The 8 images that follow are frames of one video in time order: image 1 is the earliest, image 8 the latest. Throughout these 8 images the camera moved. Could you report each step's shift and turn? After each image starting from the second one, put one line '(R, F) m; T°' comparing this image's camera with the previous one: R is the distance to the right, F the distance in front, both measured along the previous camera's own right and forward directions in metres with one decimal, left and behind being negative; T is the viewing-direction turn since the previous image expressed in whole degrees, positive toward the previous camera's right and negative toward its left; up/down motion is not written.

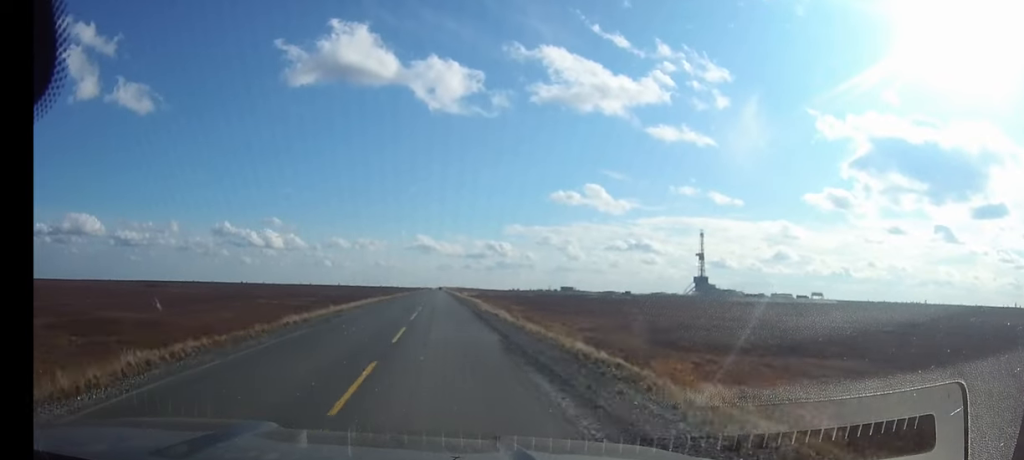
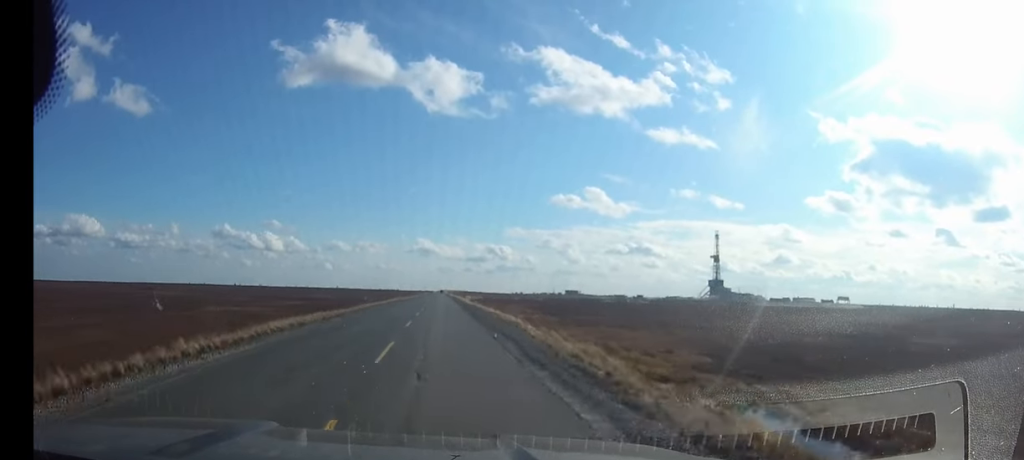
(0.0, +31.6) m; 0°
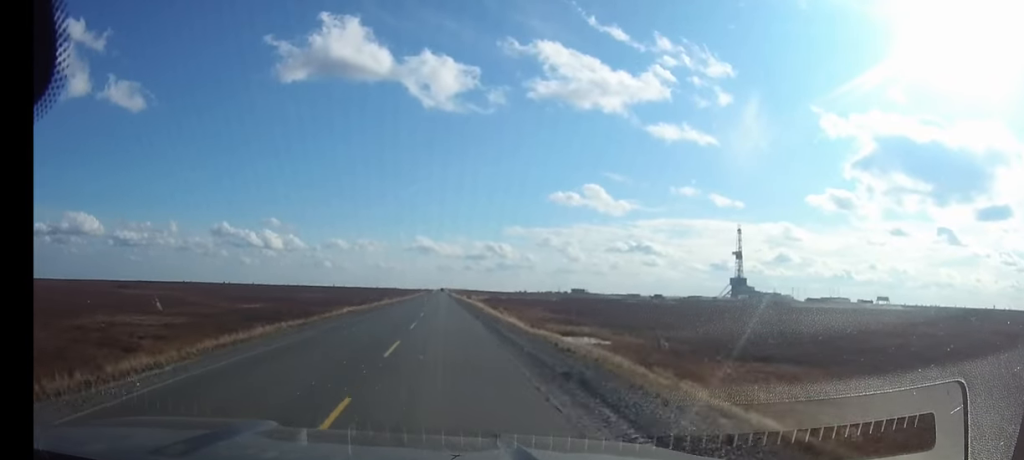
(+0.1, +43.4) m; 0°
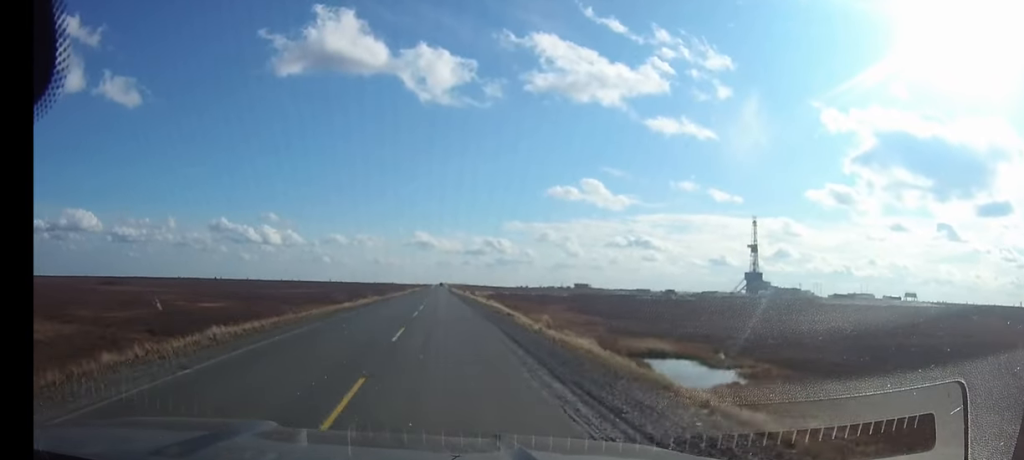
(0.0, +27.2) m; 0°
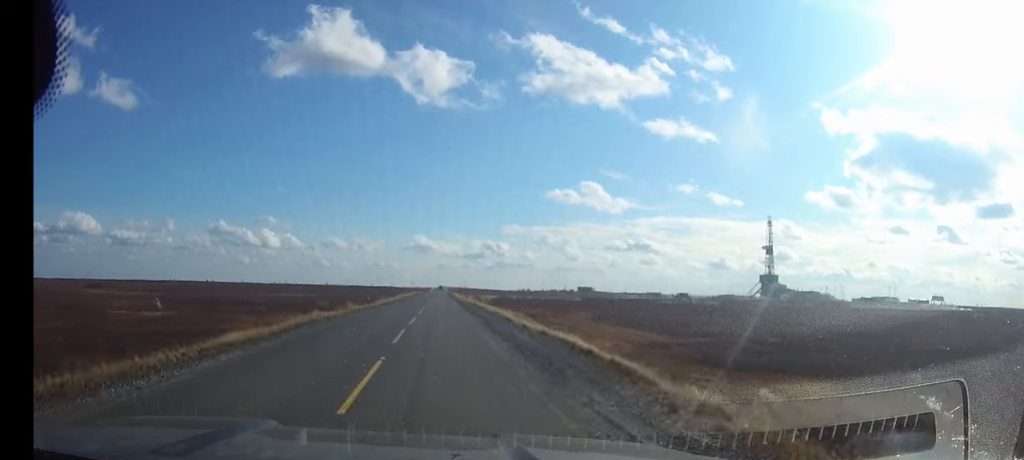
(0.0, +24.7) m; 0°
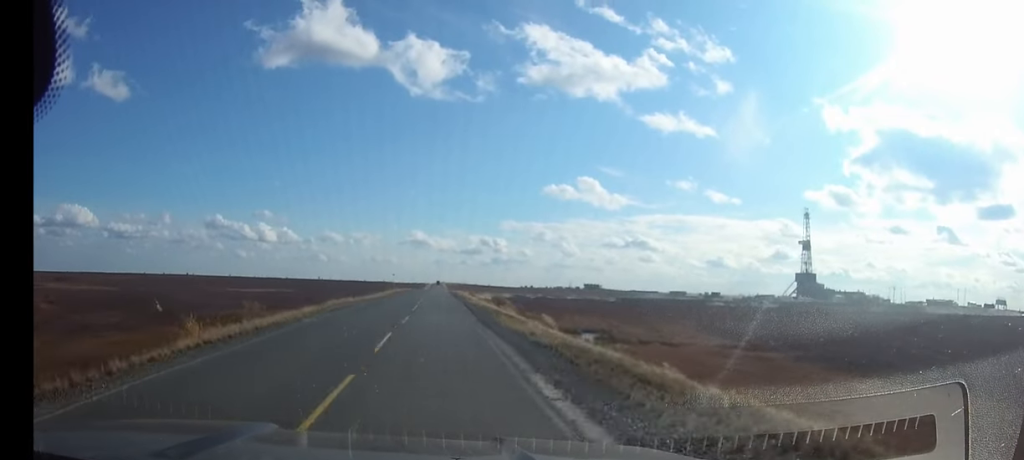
(-0.1, +55.6) m; 0°
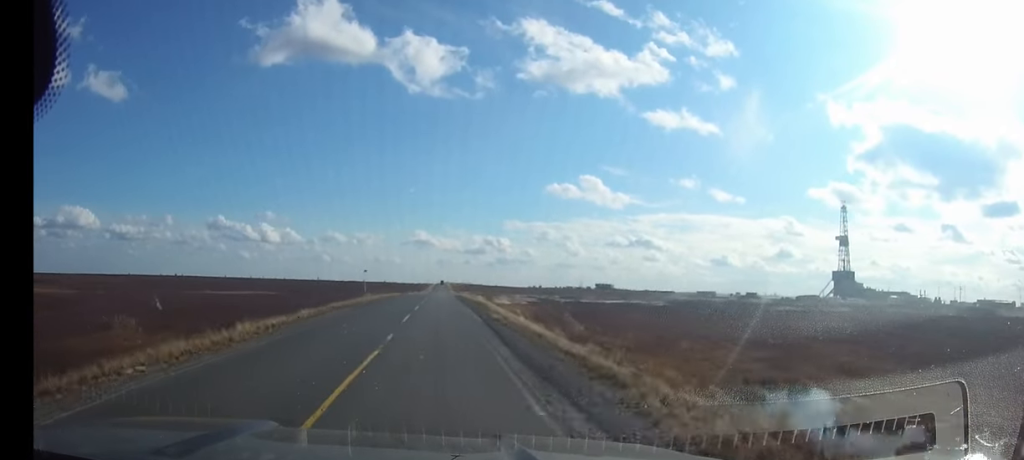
(-0.1, +44.1) m; 0°
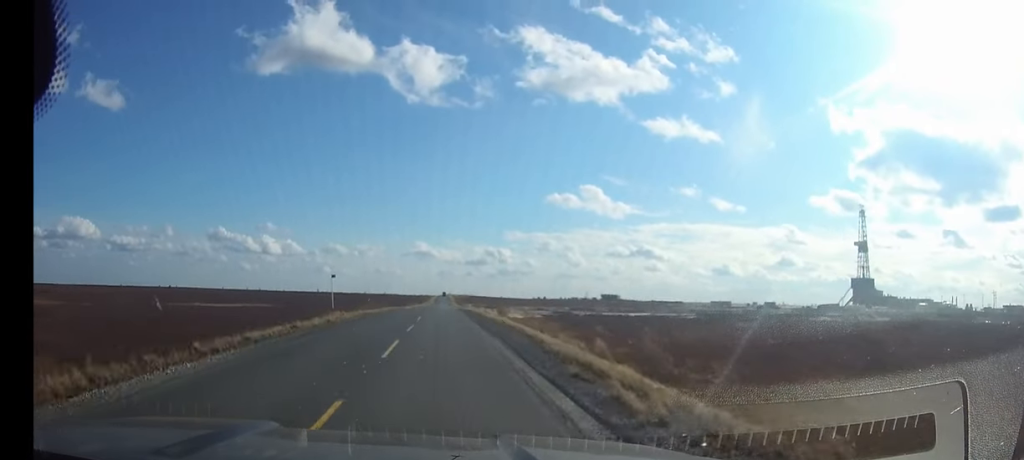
(0.0, +20.6) m; 0°
